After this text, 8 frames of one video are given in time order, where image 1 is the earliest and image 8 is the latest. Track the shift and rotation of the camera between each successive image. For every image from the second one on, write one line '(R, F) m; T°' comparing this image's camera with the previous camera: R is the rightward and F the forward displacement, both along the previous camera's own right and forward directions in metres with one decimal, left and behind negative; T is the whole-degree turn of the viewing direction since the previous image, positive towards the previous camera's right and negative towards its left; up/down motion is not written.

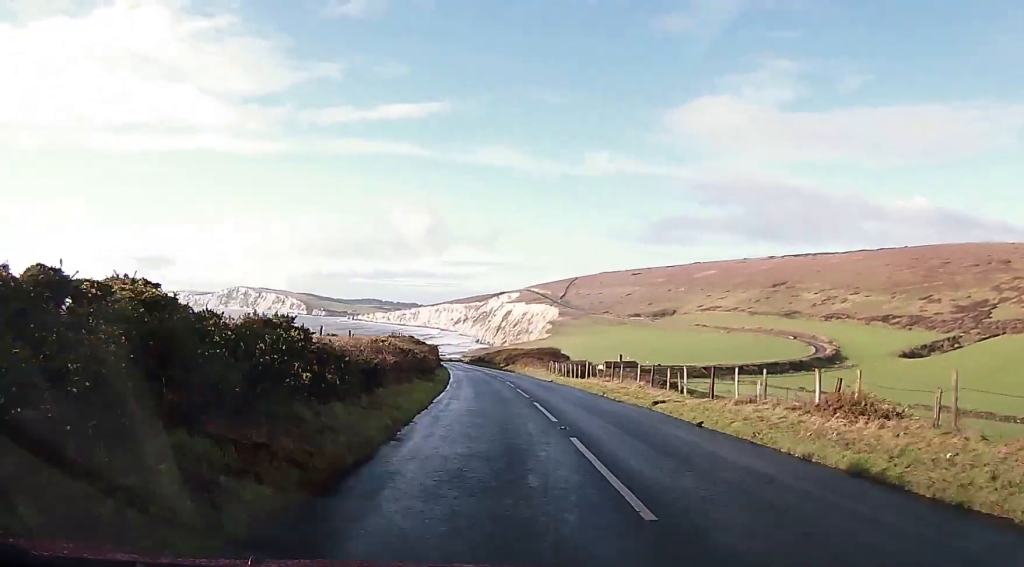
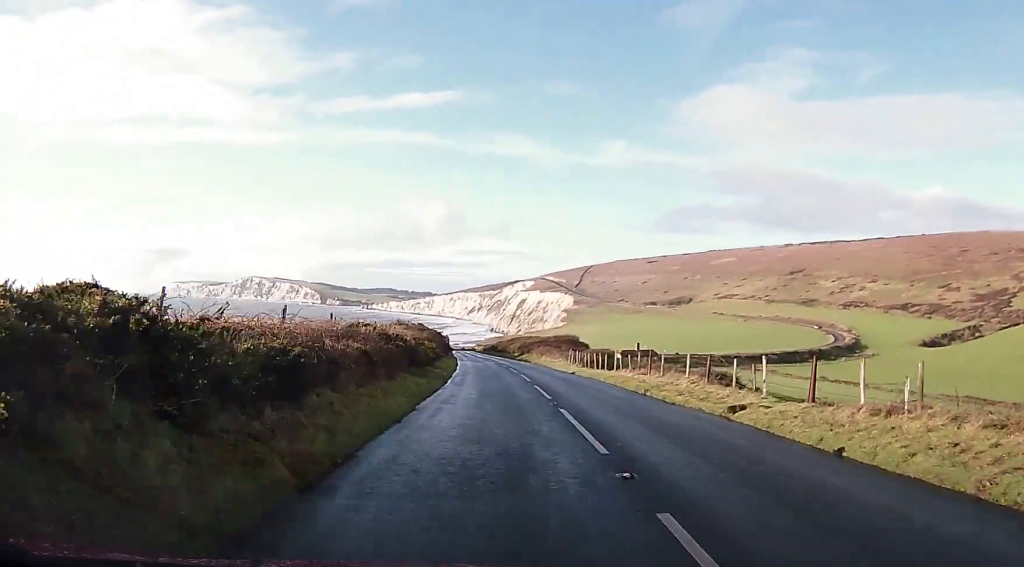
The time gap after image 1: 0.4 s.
(+0.1, +6.1) m; -1°
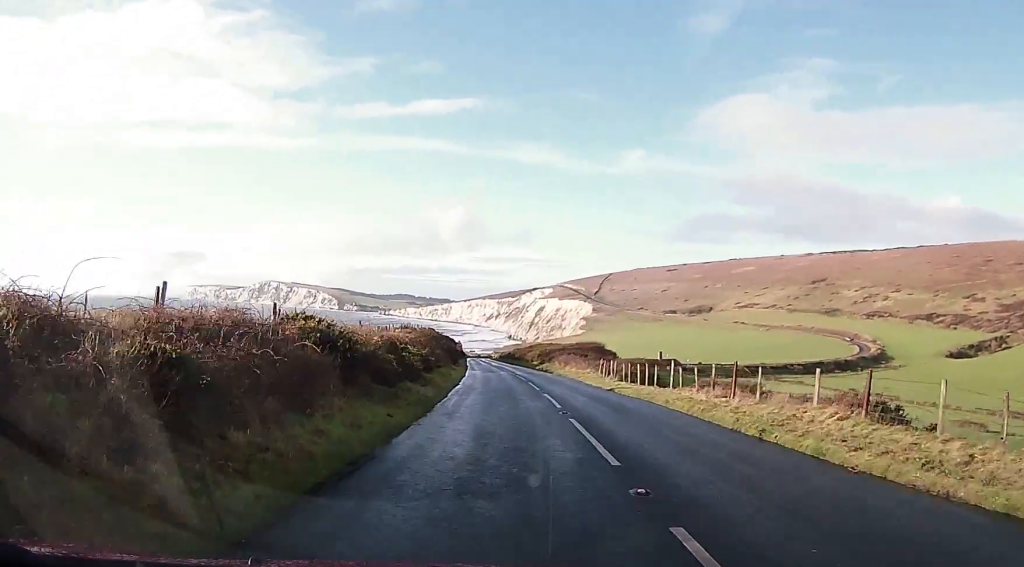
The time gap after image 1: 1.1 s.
(-0.1, +9.0) m; -1°
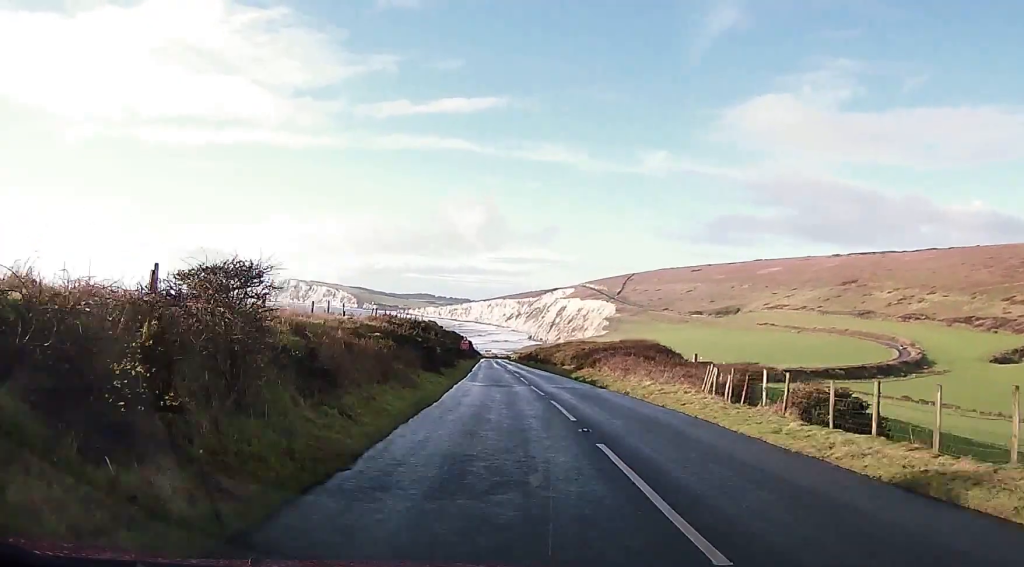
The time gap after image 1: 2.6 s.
(-0.7, +21.9) m; -4°
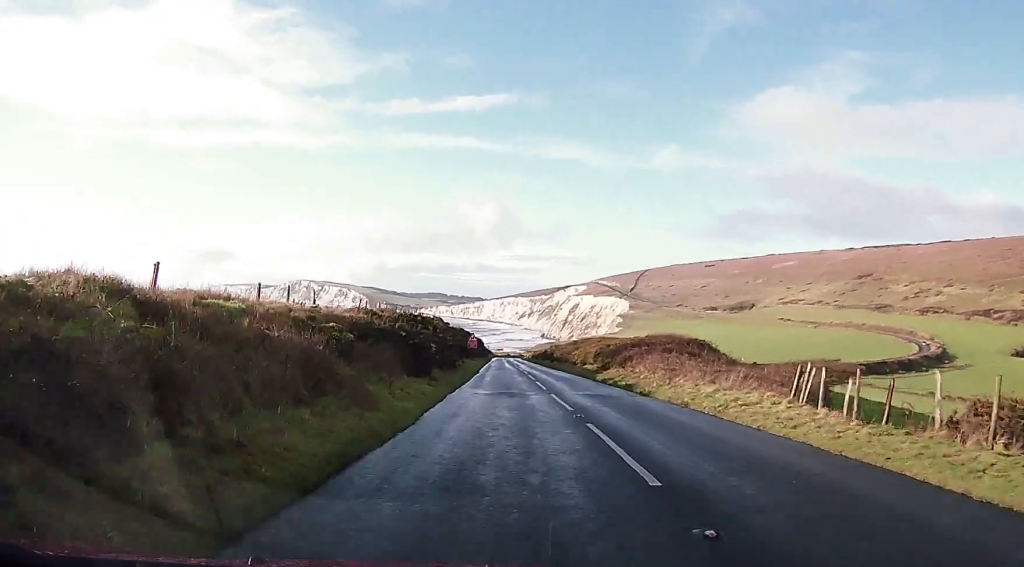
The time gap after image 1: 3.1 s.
(-0.2, +7.2) m; 0°
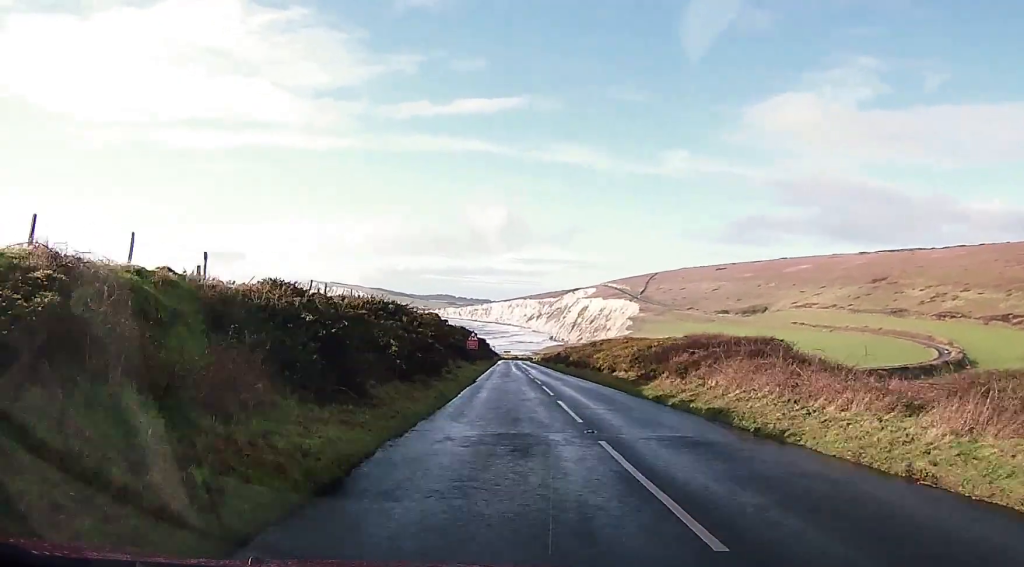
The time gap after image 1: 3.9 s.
(-0.2, +11.0) m; 0°
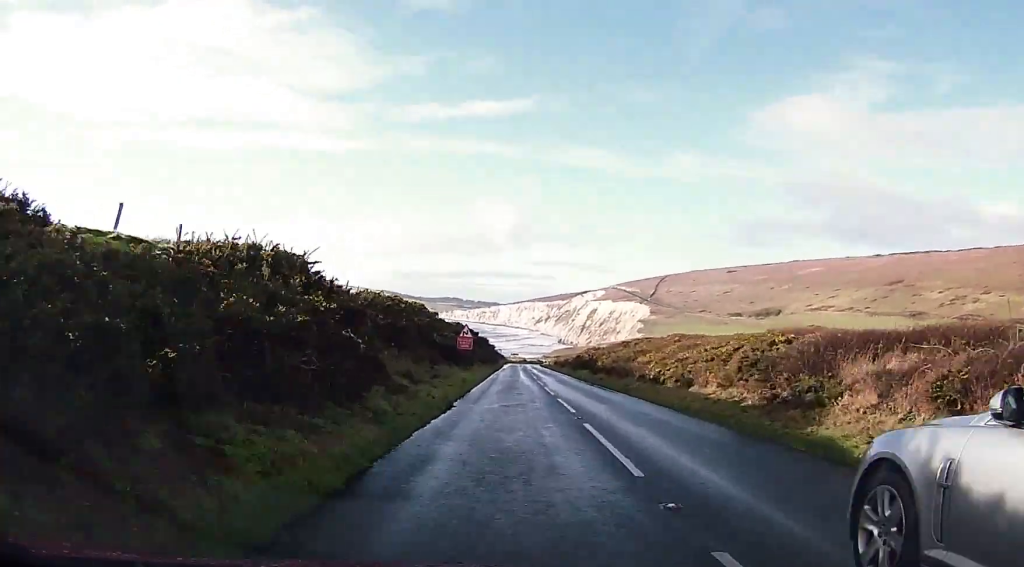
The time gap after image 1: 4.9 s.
(+0.3, +14.8) m; -1°
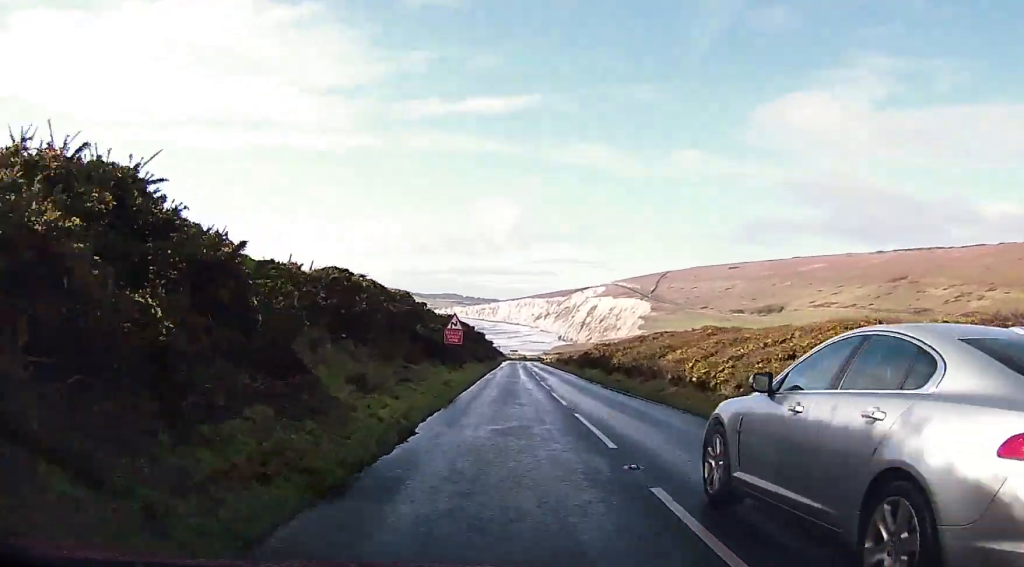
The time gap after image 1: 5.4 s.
(-0.2, +6.7) m; -1°
